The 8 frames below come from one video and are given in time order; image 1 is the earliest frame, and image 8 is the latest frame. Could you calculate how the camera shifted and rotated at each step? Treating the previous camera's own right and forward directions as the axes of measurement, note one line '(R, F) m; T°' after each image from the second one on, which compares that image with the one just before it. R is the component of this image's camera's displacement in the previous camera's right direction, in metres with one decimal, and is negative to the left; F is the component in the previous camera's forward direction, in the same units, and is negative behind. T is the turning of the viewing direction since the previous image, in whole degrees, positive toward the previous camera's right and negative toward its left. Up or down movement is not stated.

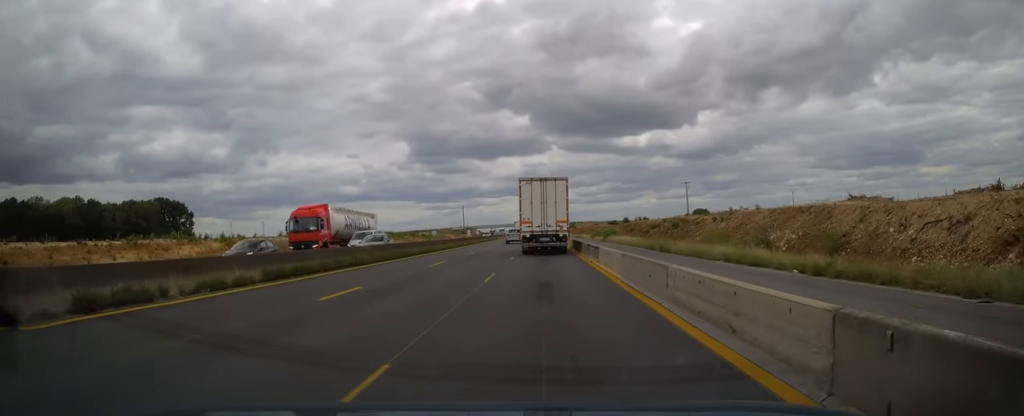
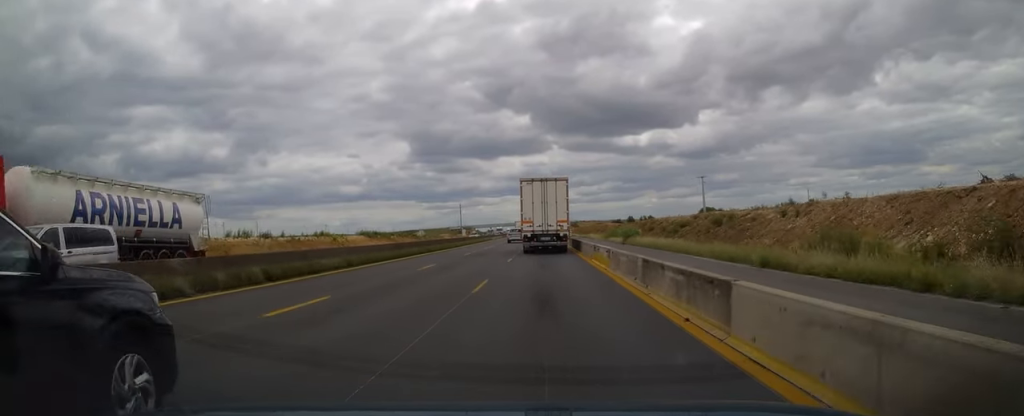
(0.0, +15.5) m; 0°
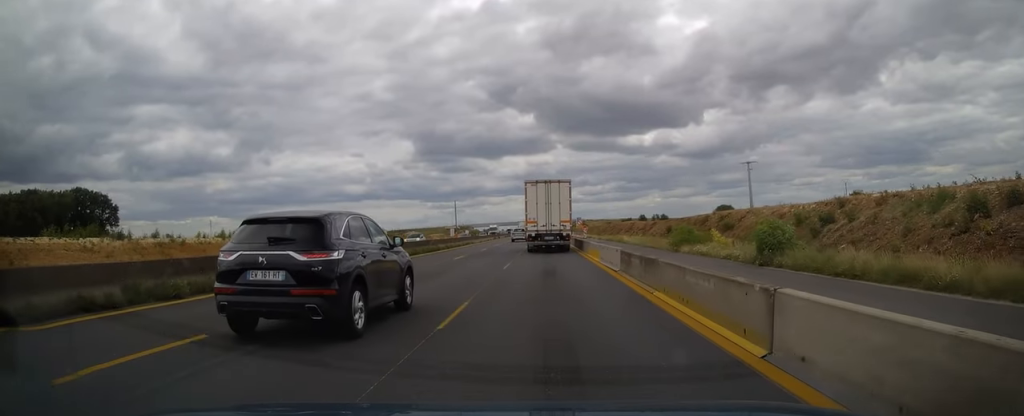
(-0.1, +30.9) m; 0°
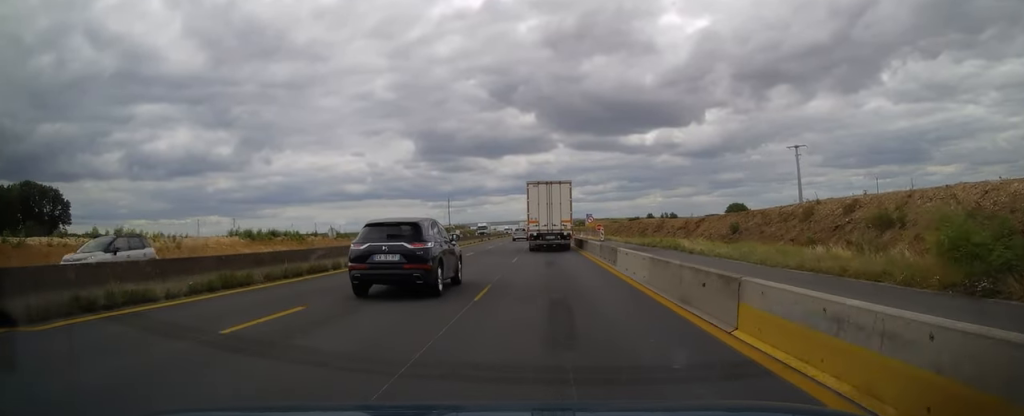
(0.0, +22.7) m; 0°
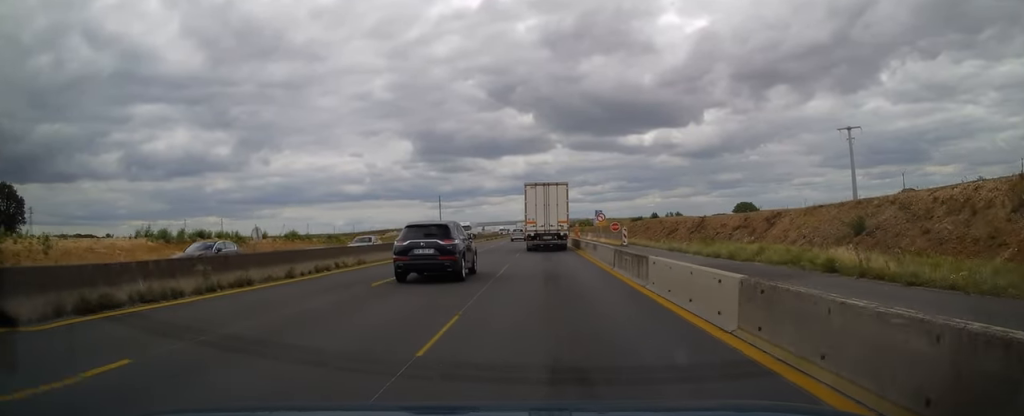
(0.0, +18.2) m; 0°
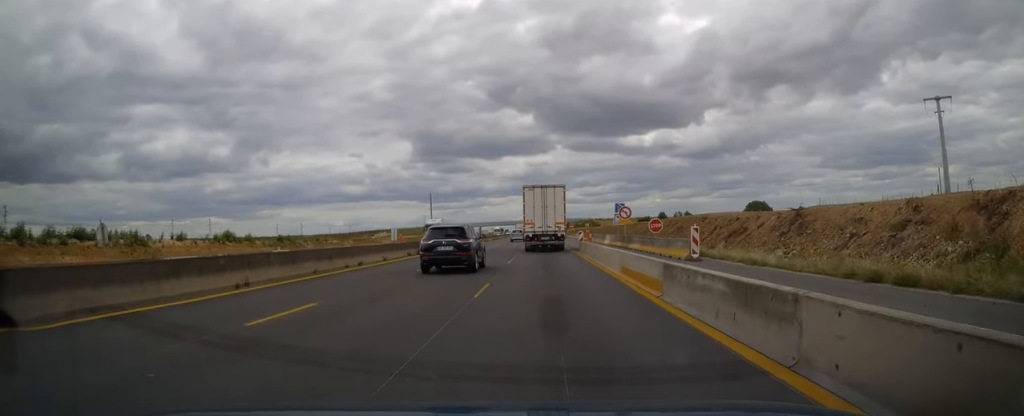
(0.0, +20.1) m; 0°
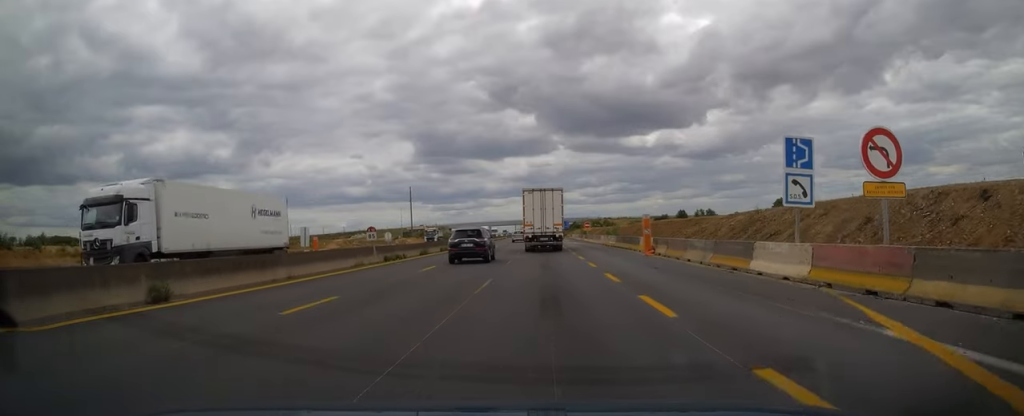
(-0.1, +37.5) m; 0°
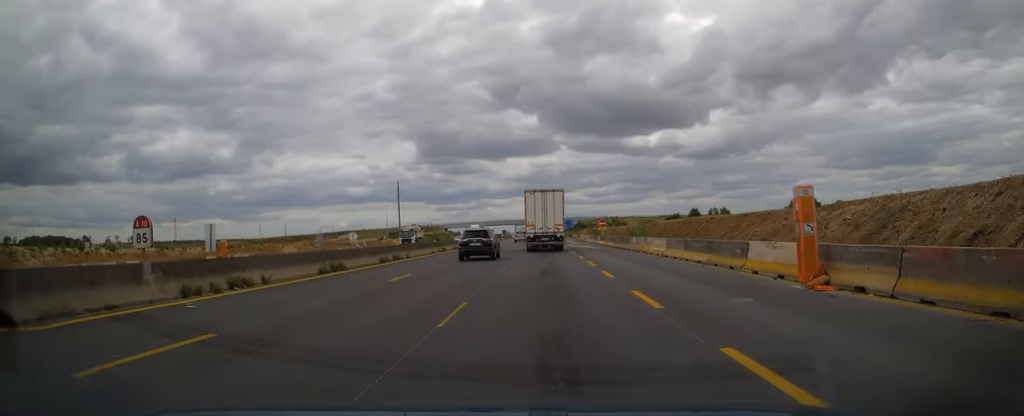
(0.0, +18.3) m; 0°
